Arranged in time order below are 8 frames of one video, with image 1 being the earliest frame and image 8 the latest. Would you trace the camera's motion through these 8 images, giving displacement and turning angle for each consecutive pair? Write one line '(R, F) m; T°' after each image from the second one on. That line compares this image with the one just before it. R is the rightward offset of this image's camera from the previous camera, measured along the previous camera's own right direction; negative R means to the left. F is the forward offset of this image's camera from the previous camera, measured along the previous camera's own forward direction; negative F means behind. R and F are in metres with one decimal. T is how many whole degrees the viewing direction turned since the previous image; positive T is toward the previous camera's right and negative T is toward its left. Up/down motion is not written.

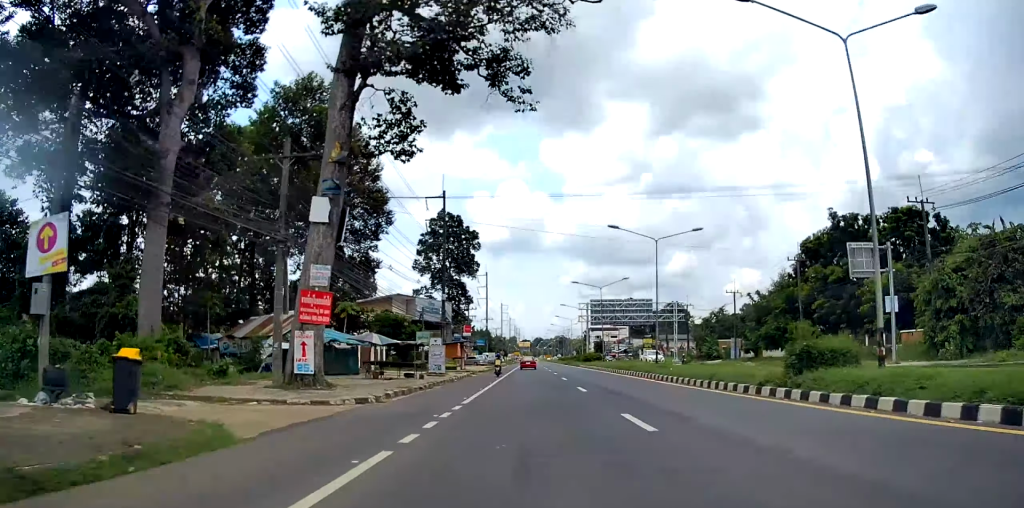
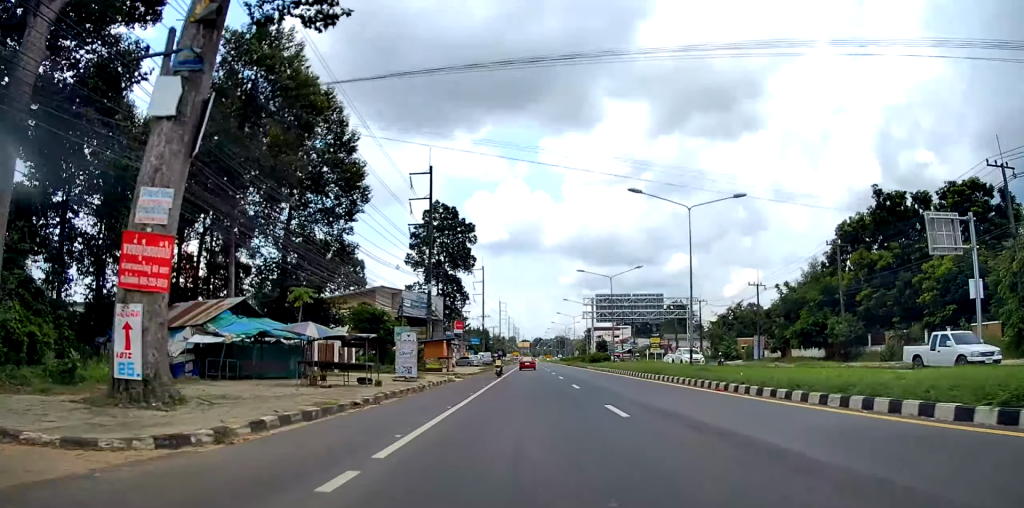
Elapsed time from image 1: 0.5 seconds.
(+0.2, +9.6) m; -1°
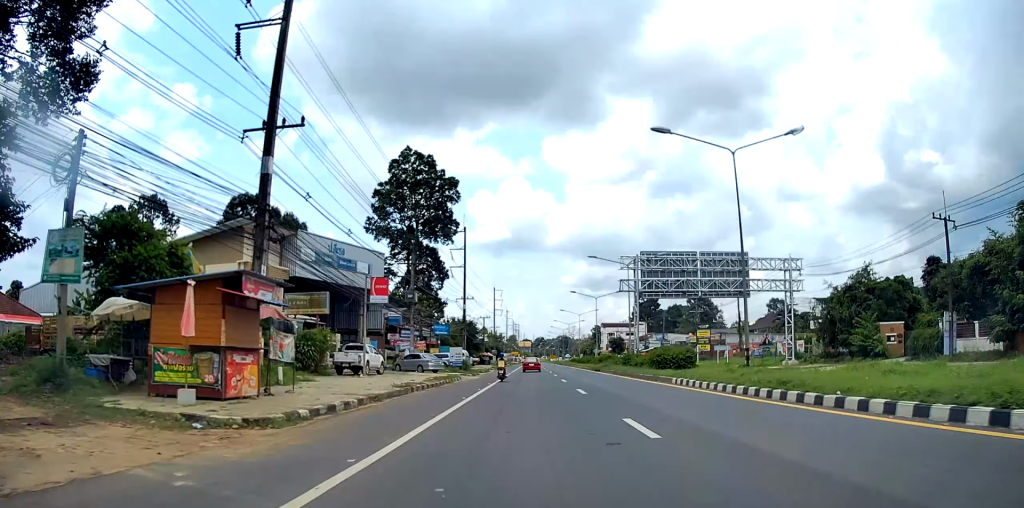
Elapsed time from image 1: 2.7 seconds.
(-0.3, +39.6) m; +1°
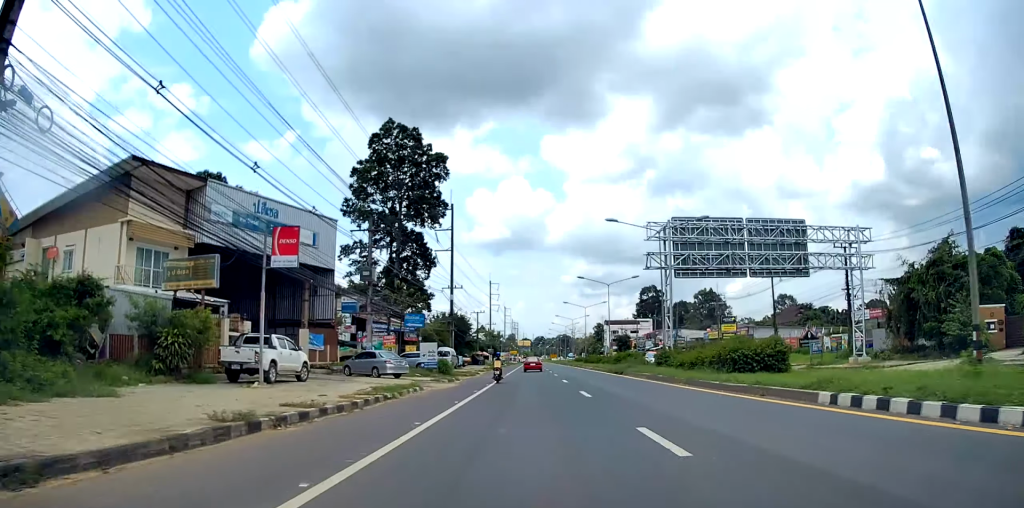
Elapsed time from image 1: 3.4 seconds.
(+0.1, +14.8) m; 0°
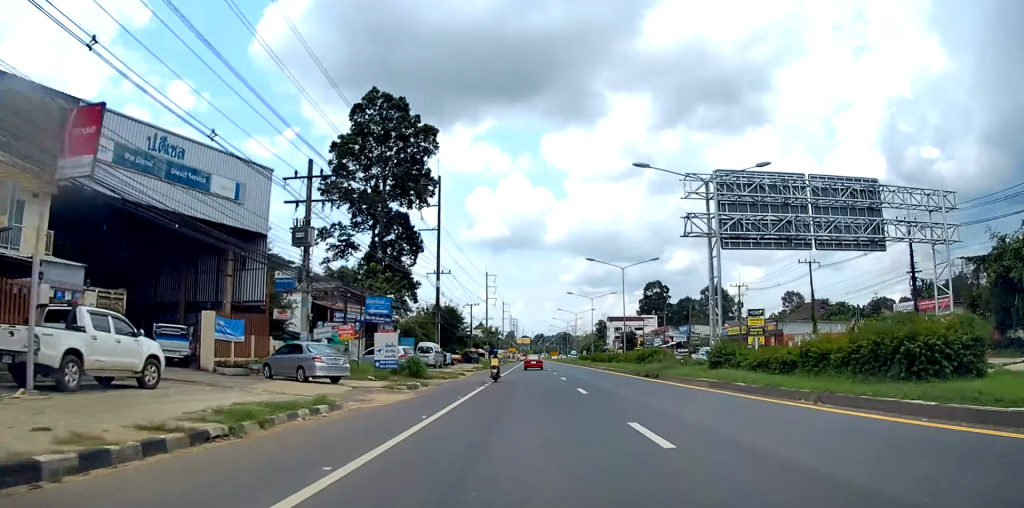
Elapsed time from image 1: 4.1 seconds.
(0.0, +11.9) m; 0°
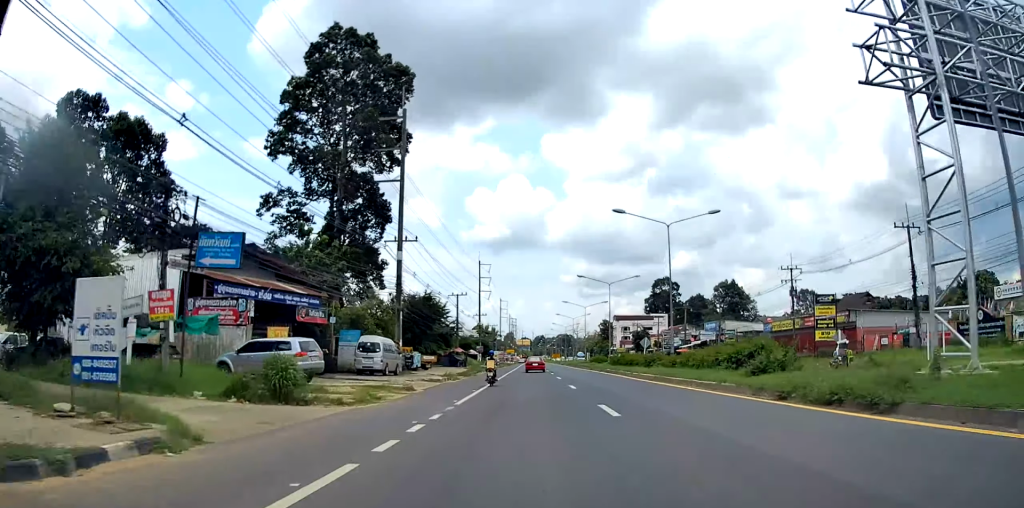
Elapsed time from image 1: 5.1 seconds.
(-0.1, +19.9) m; -1°
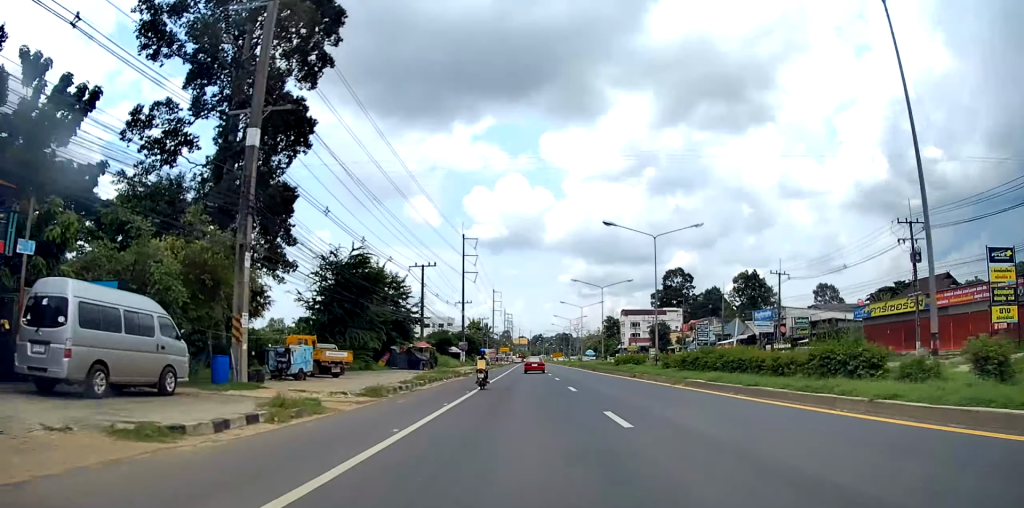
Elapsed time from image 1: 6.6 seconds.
(-0.5, +27.6) m; -1°
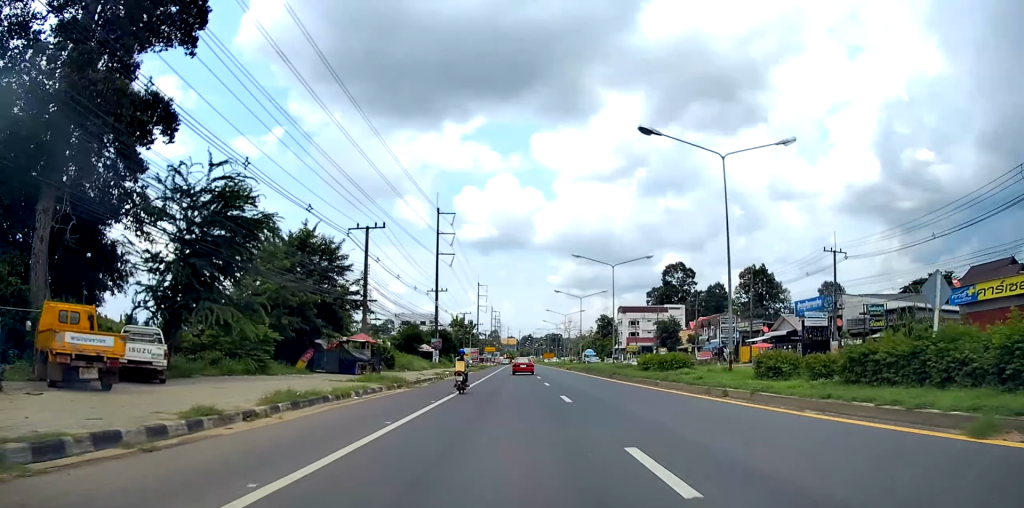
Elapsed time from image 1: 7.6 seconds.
(+0.2, +17.7) m; +1°
